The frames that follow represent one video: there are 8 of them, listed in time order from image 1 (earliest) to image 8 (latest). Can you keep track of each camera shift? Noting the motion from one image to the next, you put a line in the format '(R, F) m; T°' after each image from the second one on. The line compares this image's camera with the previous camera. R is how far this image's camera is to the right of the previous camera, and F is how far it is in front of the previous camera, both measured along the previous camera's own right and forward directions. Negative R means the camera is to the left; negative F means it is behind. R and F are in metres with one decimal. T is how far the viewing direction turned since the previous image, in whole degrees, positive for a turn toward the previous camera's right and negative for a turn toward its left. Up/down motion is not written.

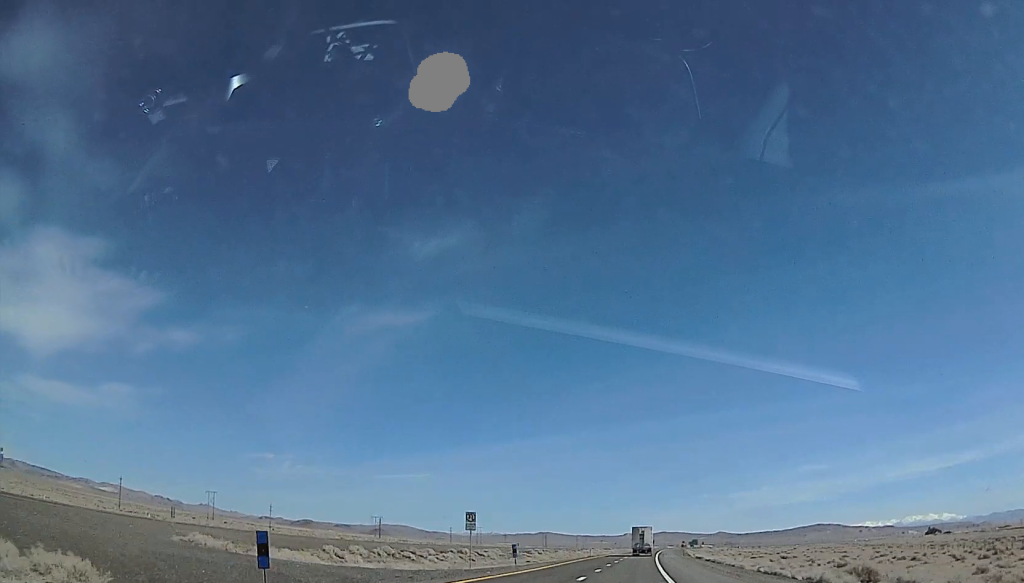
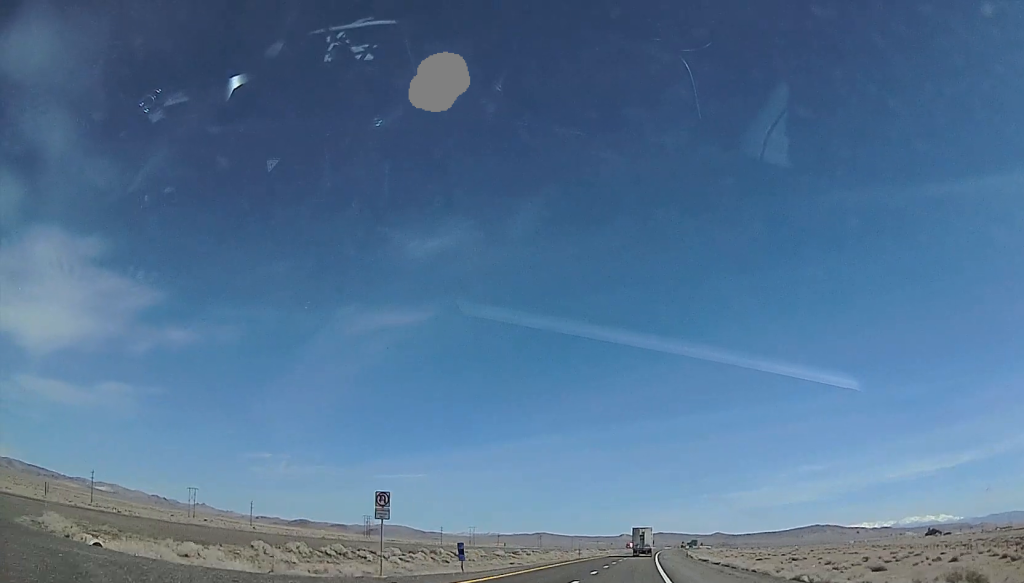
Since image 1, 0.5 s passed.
(0.0, +15.4) m; 0°
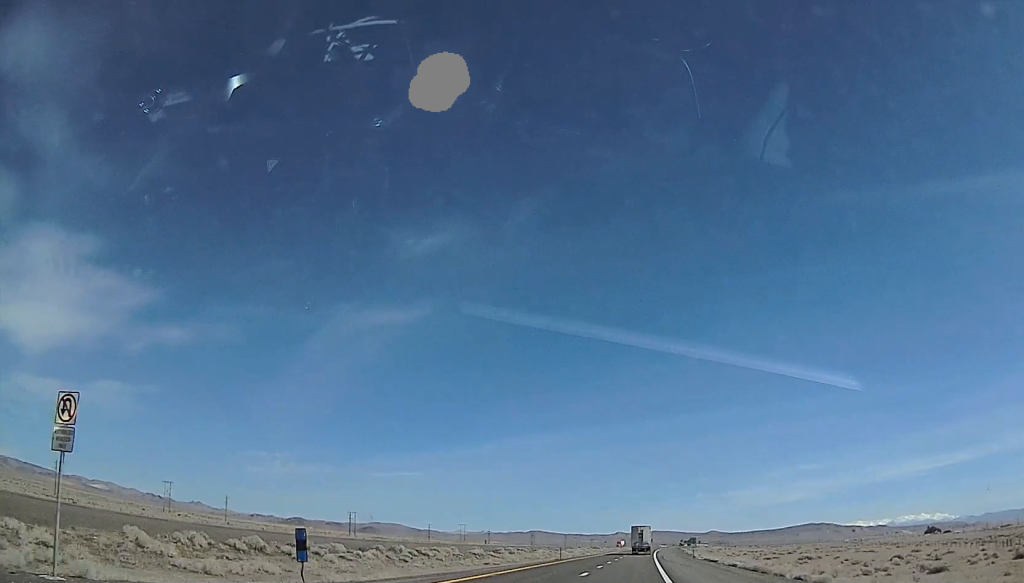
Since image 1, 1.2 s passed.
(0.0, +18.3) m; 0°
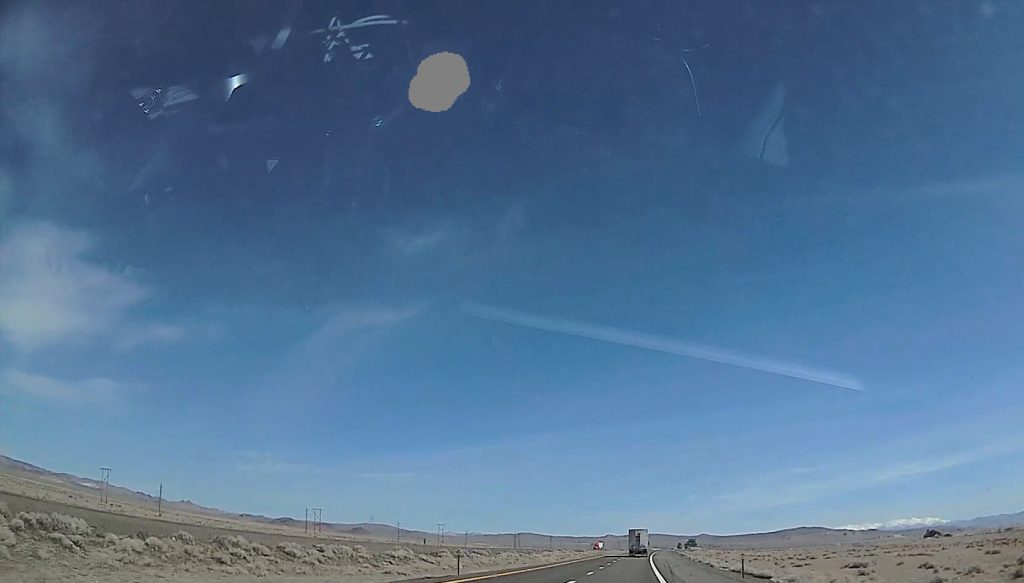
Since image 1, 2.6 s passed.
(+0.1, +42.5) m; +2°
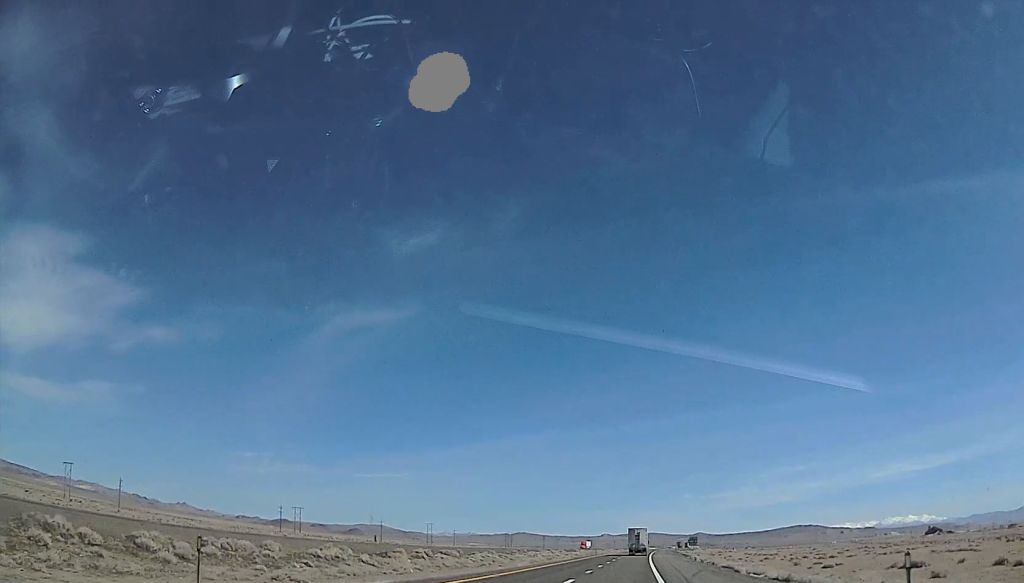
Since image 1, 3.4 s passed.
(+0.4, +23.3) m; +1°
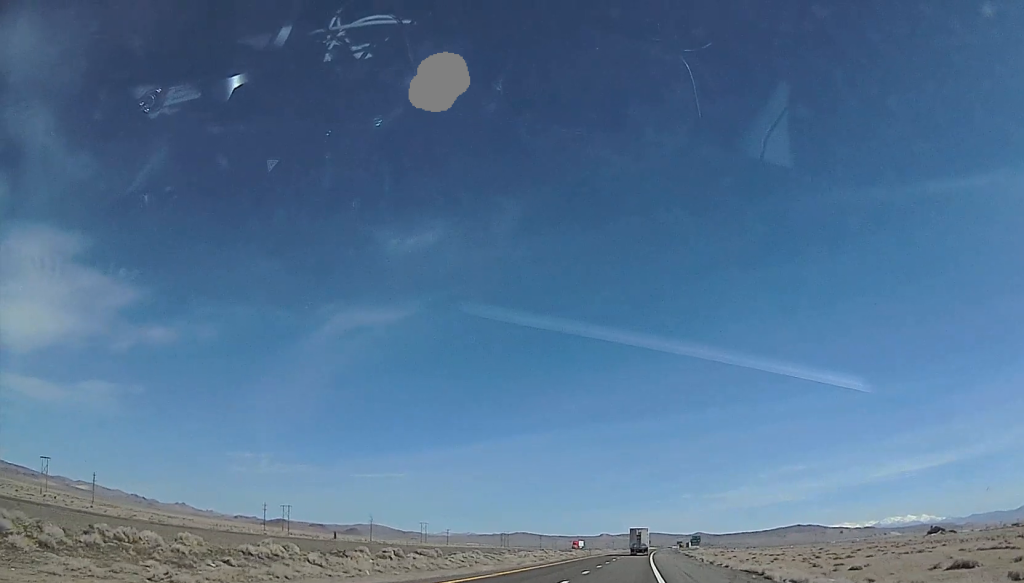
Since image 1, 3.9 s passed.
(+0.2, +14.6) m; +1°
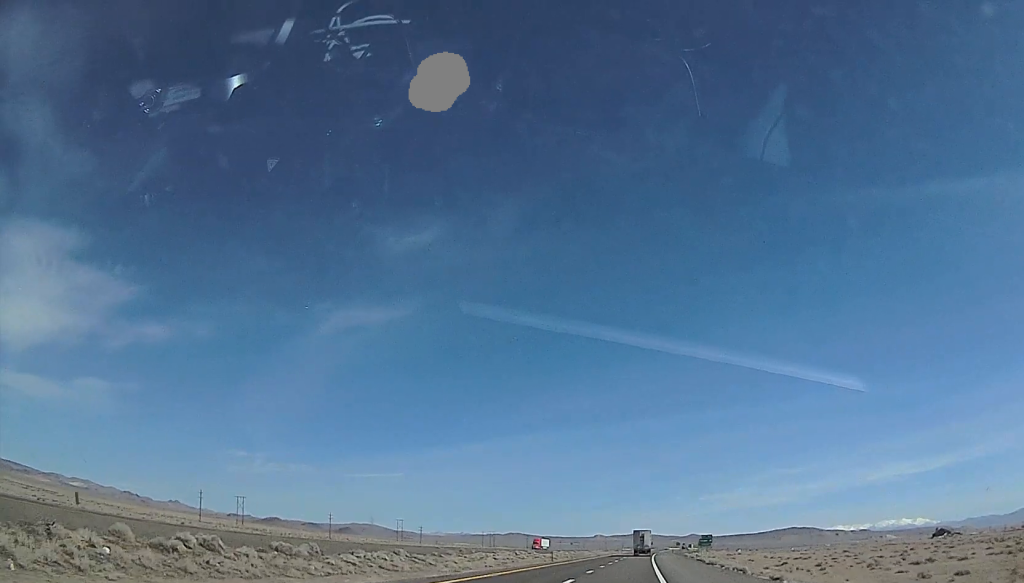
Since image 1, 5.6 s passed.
(+0.1, +47.5) m; -1°
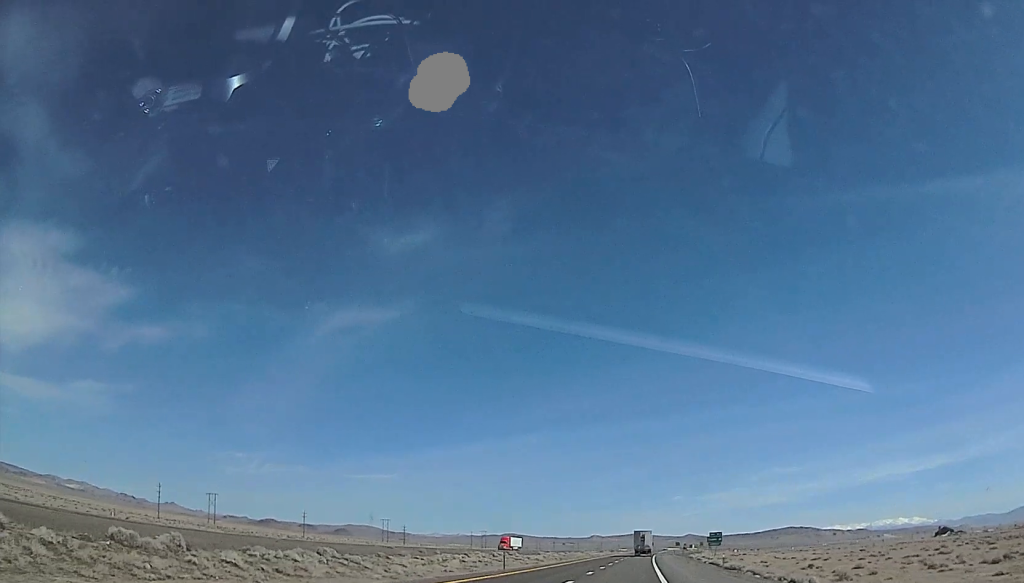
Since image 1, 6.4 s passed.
(-0.3, +25.2) m; -1°
